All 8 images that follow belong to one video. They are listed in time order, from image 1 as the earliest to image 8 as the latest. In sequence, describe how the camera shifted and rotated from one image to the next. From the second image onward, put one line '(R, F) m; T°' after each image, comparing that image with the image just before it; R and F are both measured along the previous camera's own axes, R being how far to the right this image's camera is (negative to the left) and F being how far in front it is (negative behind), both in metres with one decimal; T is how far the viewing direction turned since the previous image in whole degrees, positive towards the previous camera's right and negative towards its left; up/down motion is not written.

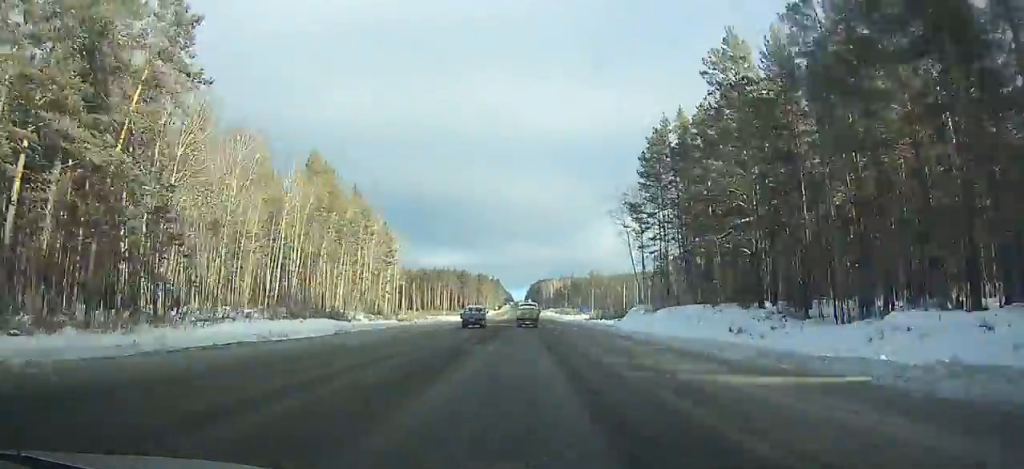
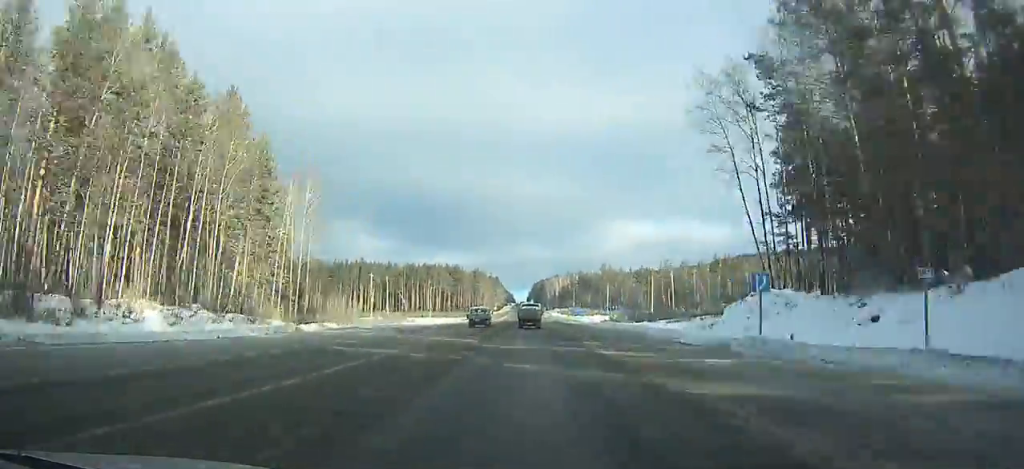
(+0.1, +43.9) m; 0°
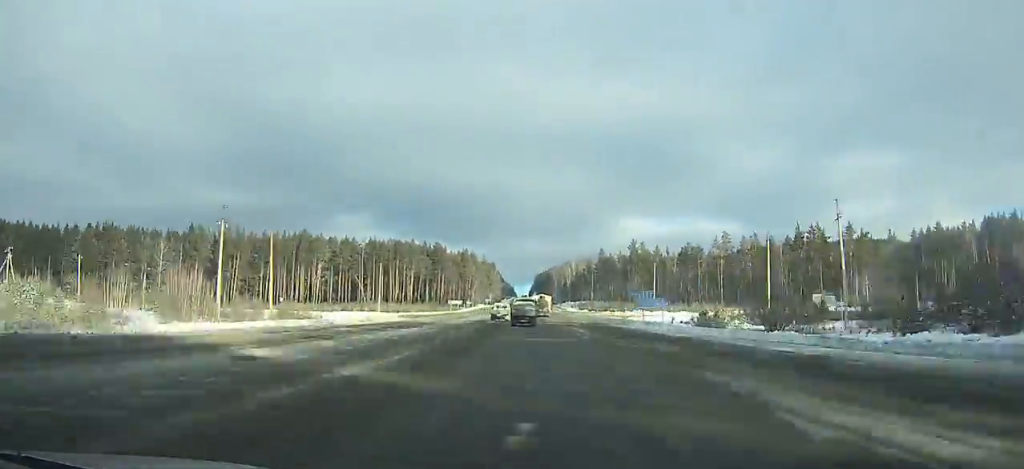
(-0.3, +78.5) m; 0°
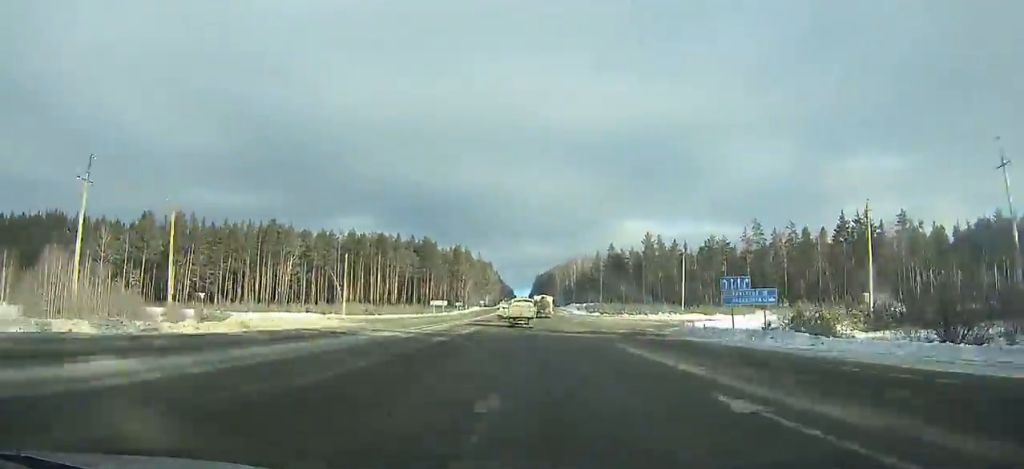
(+0.1, +27.5) m; 0°
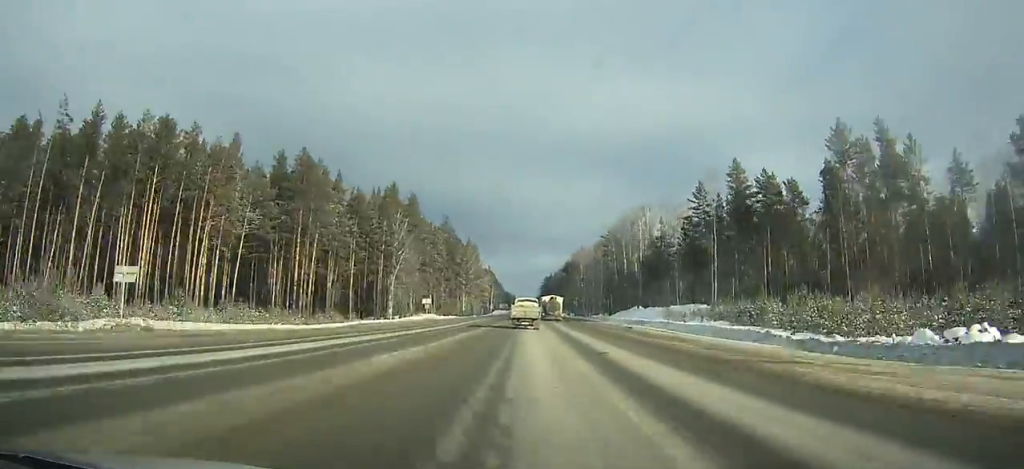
(+0.1, +129.5) m; 0°
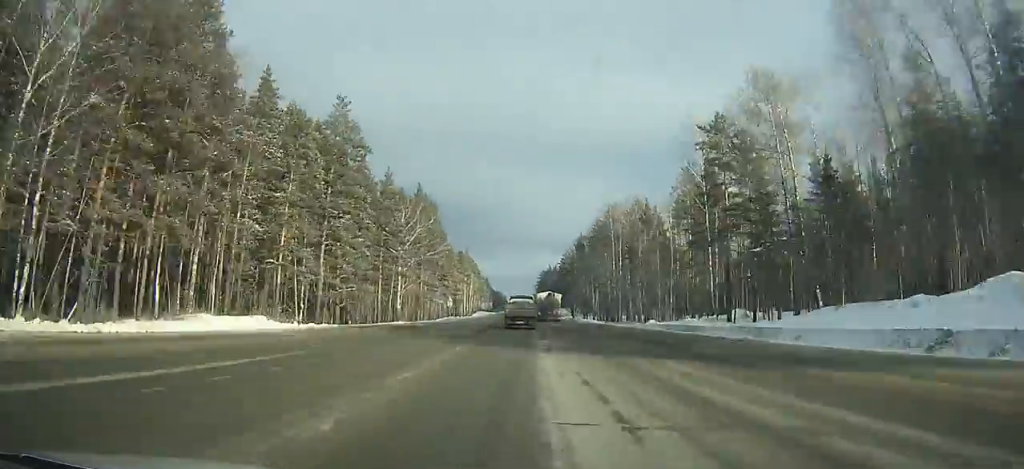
(-0.1, +82.4) m; 0°
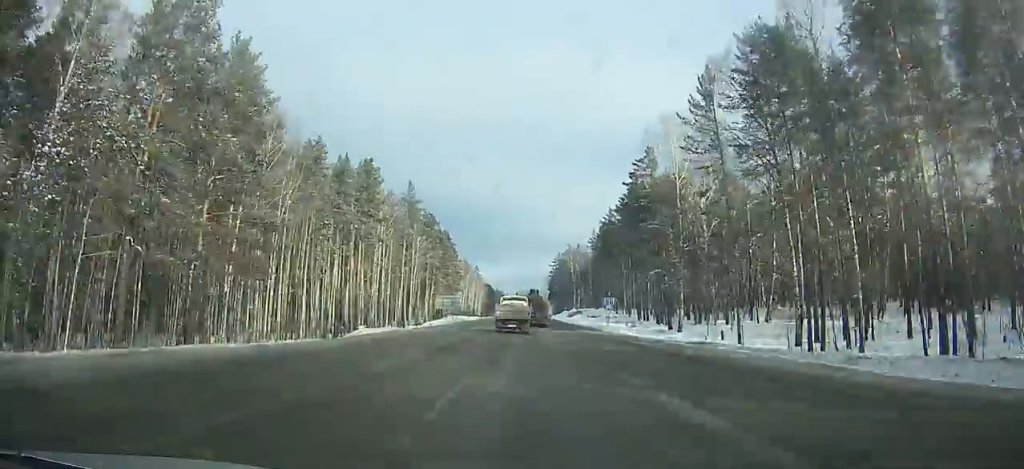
(+0.1, +111.8) m; 0°
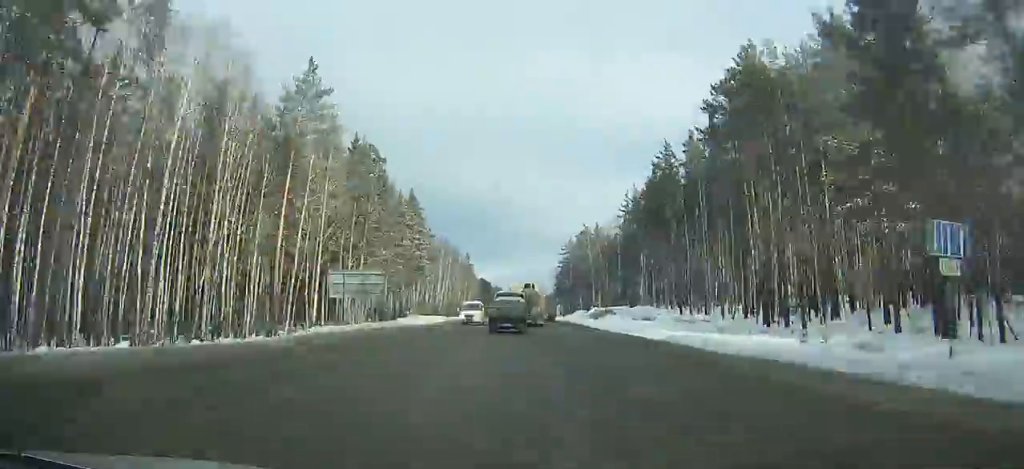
(-0.1, +49.6) m; 0°
